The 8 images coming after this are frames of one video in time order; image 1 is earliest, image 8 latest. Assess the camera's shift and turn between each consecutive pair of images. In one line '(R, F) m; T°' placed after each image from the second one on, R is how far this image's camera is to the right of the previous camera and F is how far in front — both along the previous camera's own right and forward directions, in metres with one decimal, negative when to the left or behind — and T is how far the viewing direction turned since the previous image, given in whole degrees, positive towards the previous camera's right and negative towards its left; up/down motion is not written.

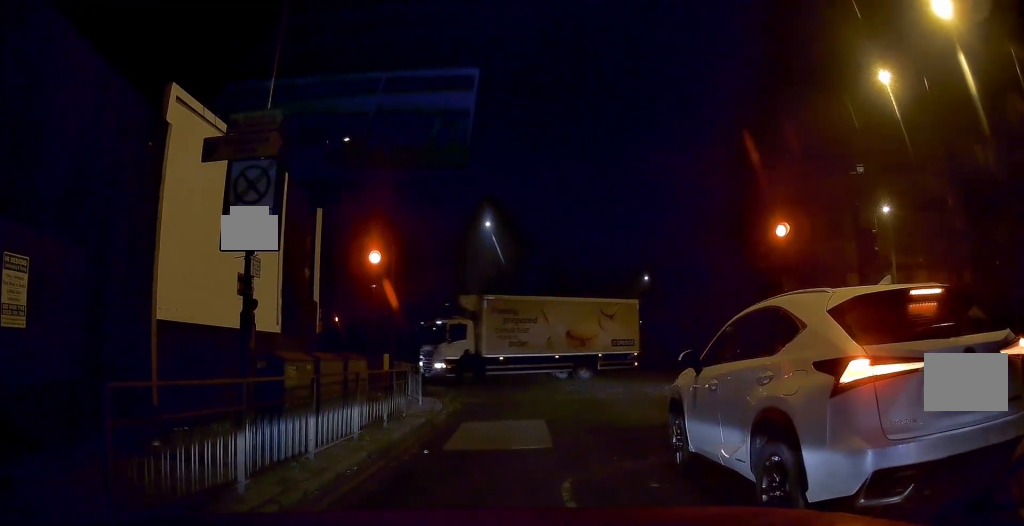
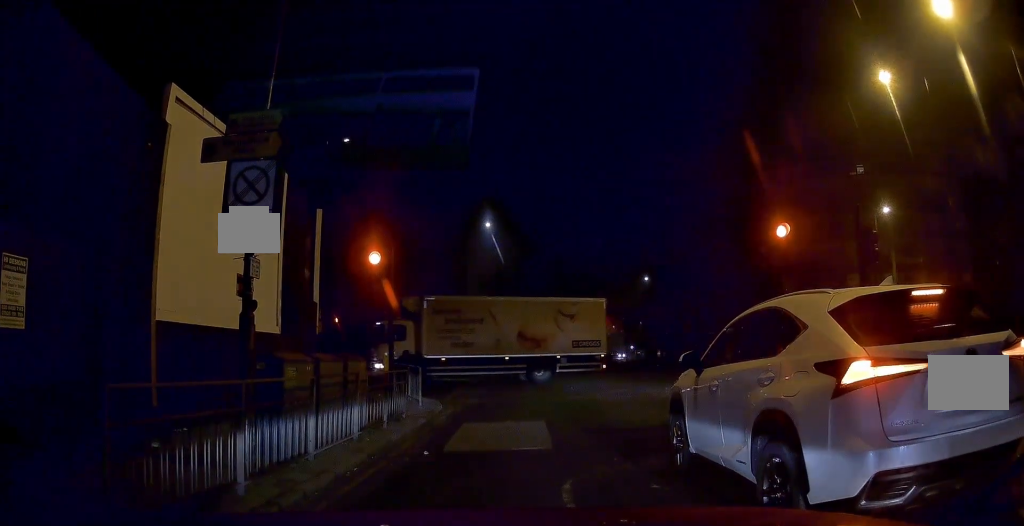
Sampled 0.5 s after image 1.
(0.0, 0.0) m; 0°
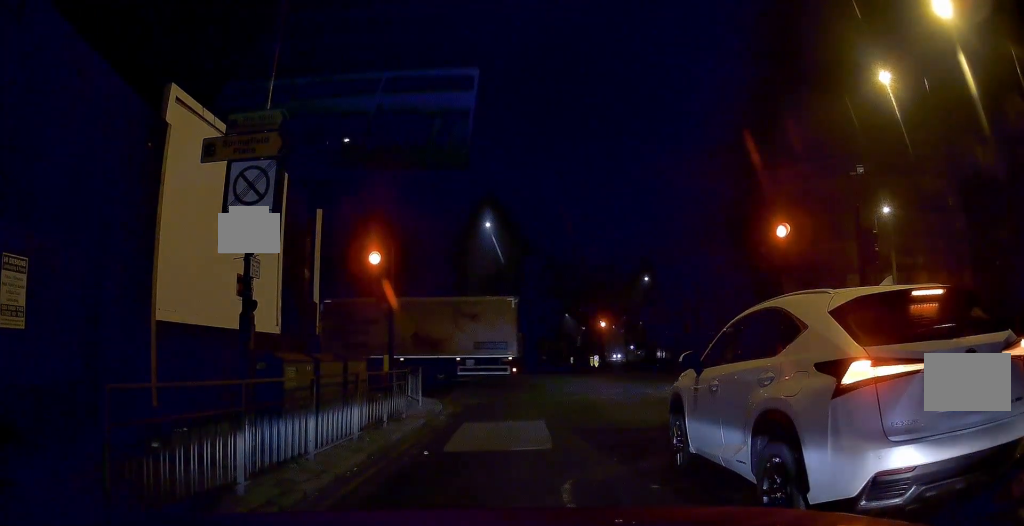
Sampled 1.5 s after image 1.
(0.0, 0.0) m; 0°
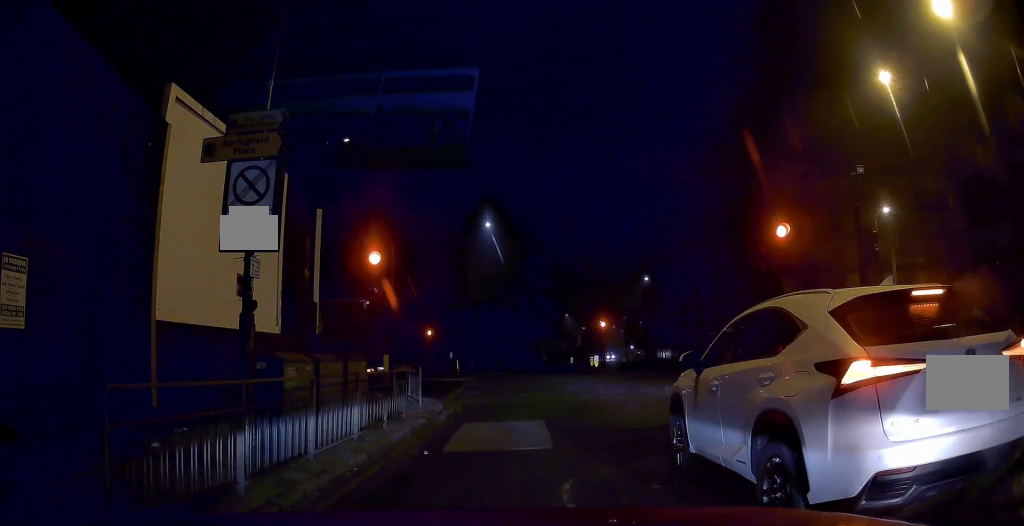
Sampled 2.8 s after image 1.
(0.0, 0.0) m; 0°
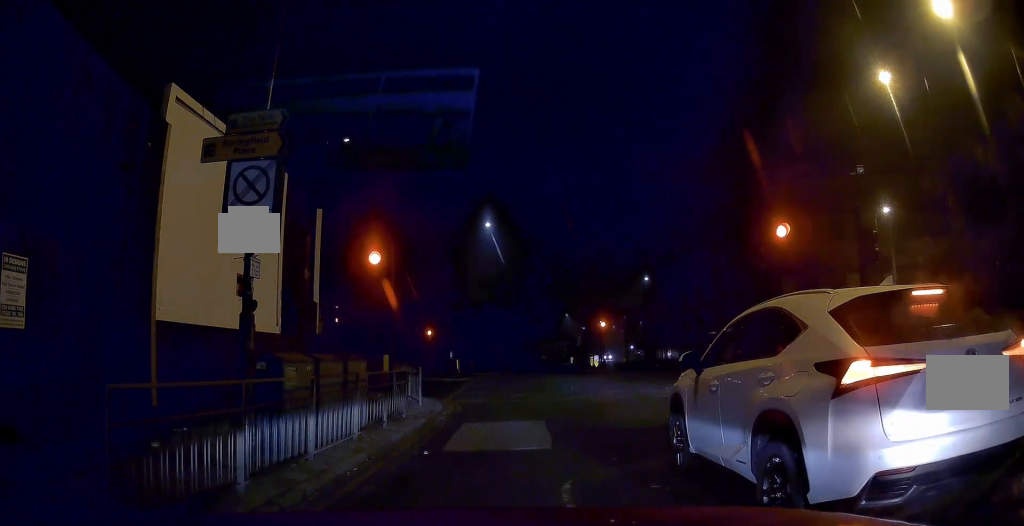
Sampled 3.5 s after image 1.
(0.0, 0.0) m; 0°
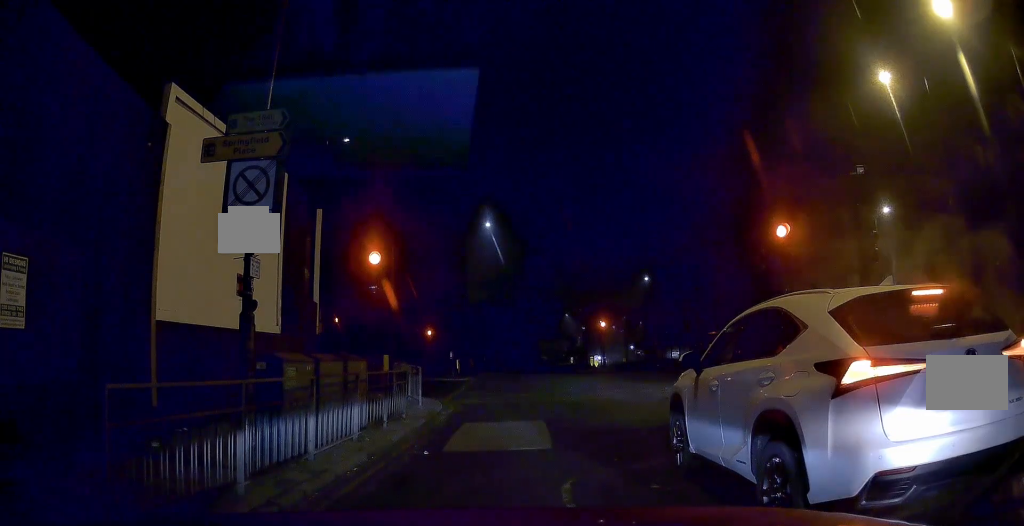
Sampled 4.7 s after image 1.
(0.0, 0.0) m; 0°
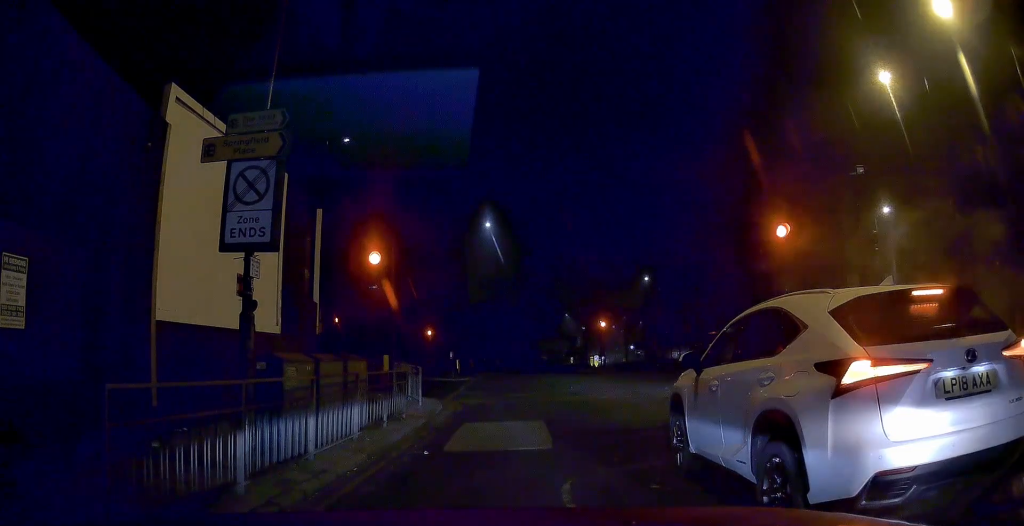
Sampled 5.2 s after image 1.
(0.0, 0.0) m; 0°
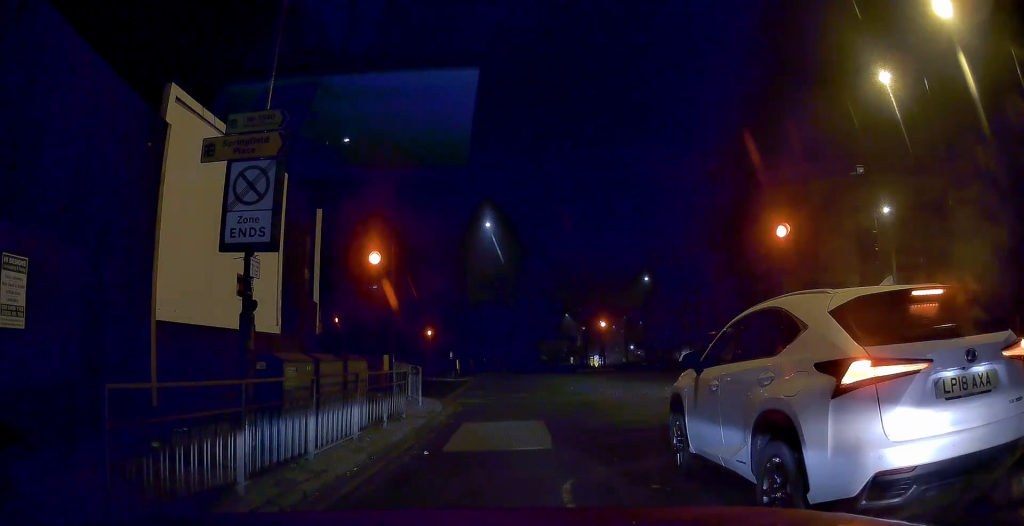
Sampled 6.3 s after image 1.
(0.0, 0.0) m; 0°
